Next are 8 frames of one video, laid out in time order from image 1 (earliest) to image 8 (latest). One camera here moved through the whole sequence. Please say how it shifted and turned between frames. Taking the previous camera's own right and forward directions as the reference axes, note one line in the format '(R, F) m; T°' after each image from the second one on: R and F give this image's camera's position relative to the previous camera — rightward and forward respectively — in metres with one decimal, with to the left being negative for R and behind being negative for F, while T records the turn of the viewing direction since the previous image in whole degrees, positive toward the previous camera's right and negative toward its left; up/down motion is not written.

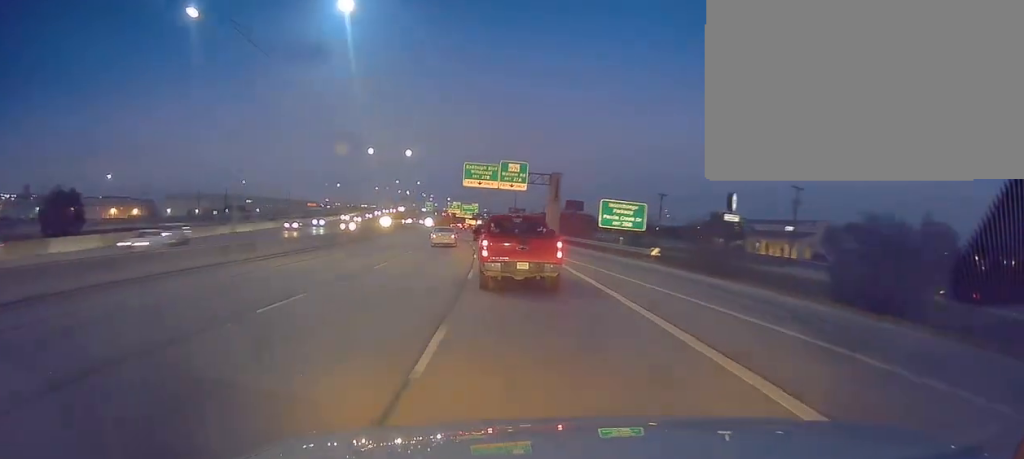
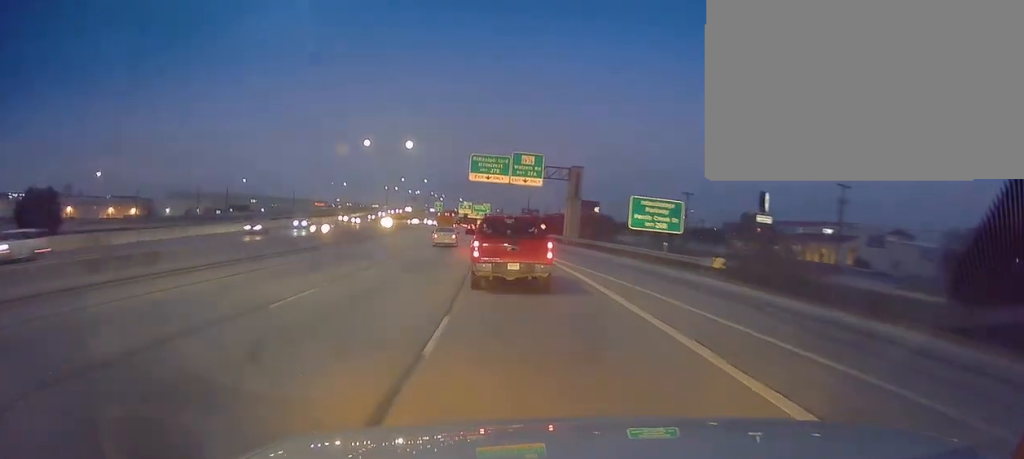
(0.0, +11.2) m; -1°
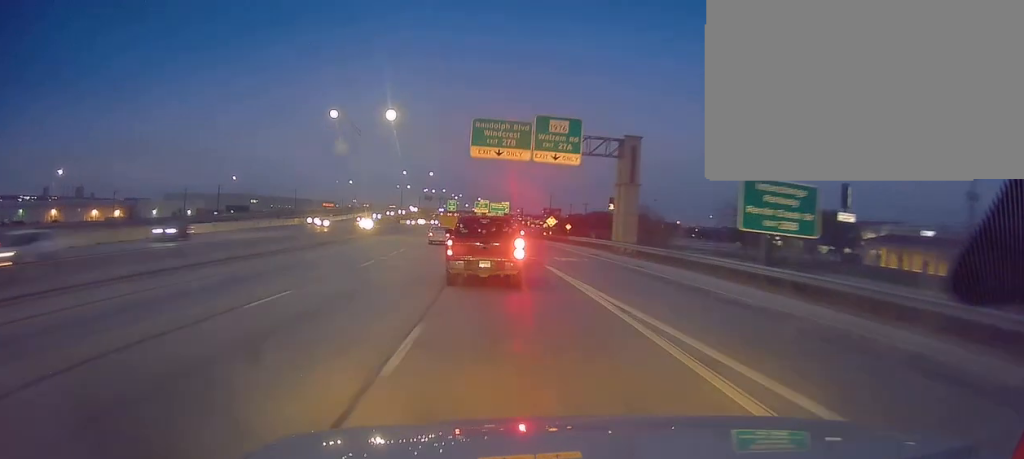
(-0.7, +25.5) m; -2°
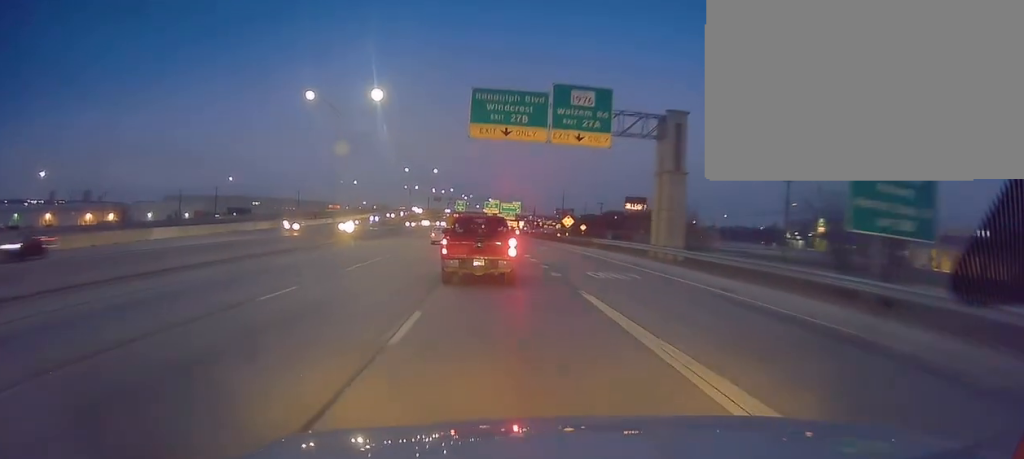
(-0.1, +11.0) m; -1°
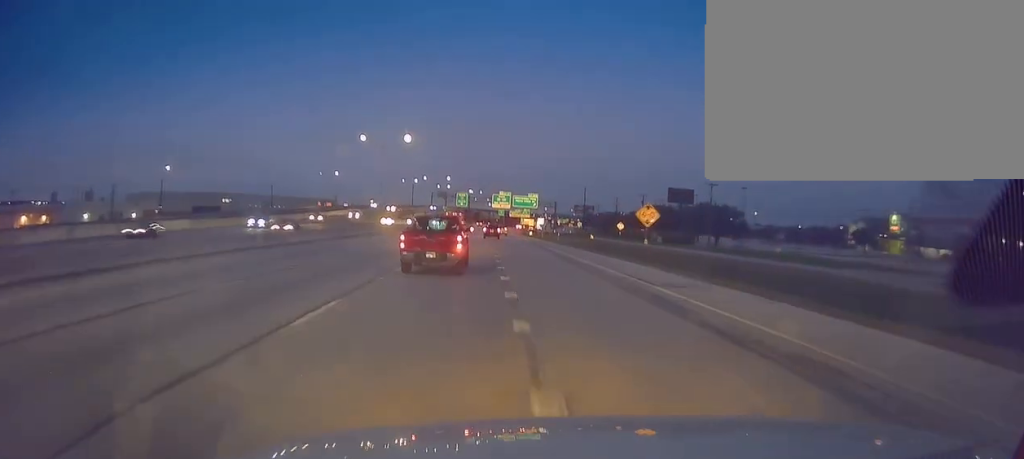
(-1.2, +48.8) m; -2°
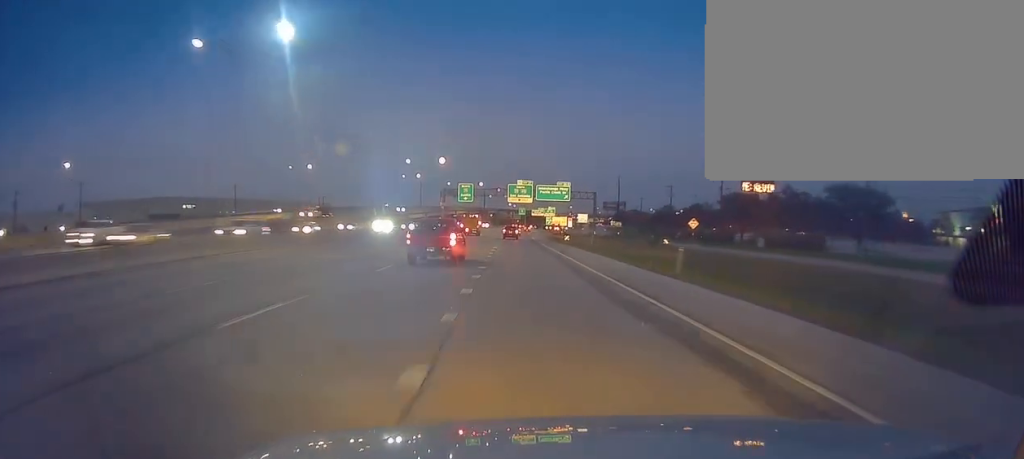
(-1.3, +49.8) m; -3°
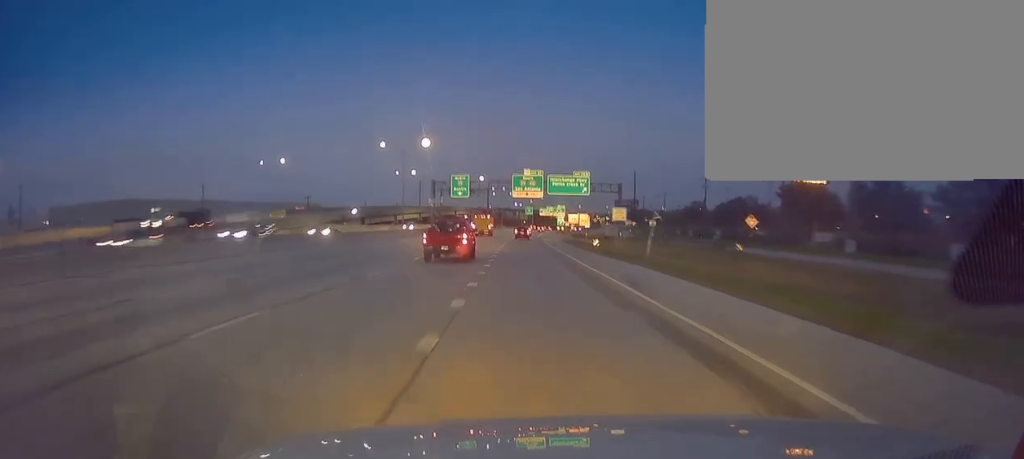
(+0.3, +24.9) m; 0°
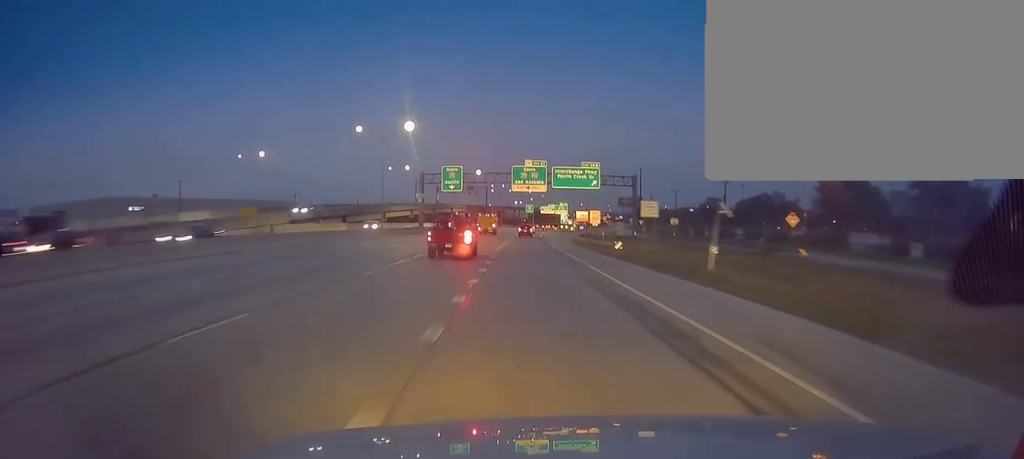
(0.0, +12.9) m; 0°
